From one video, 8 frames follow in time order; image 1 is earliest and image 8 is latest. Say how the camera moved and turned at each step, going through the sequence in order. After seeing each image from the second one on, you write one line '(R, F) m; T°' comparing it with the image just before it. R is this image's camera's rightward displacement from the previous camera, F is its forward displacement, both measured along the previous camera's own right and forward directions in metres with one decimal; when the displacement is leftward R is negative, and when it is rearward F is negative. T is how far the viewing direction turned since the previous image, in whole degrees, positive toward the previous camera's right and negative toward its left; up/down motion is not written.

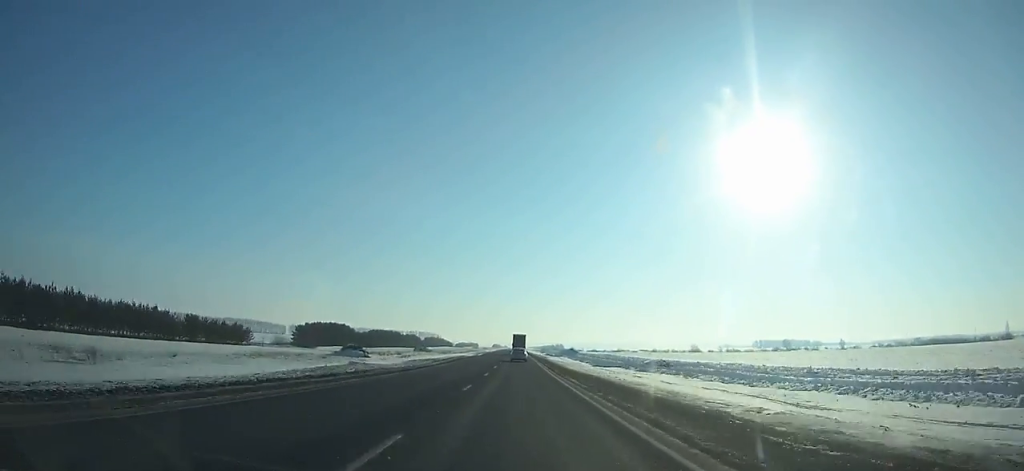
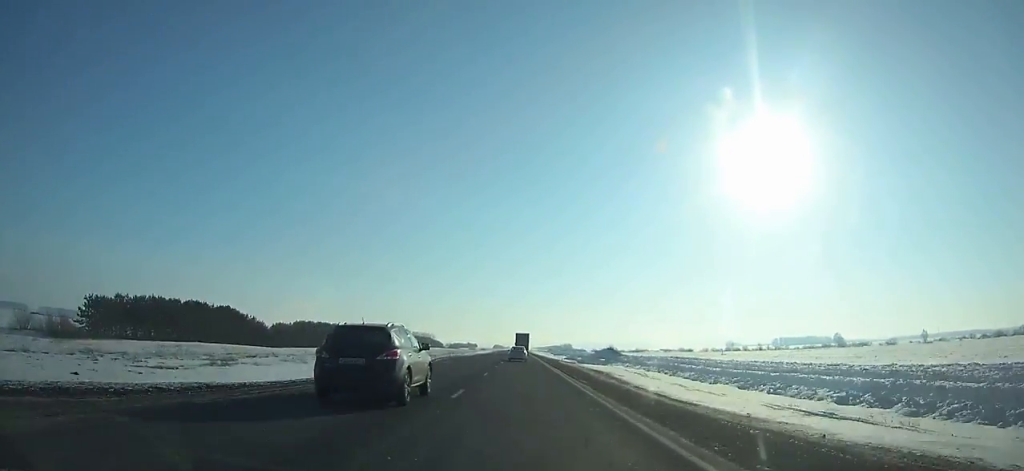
(+0.4, +97.5) m; 0°
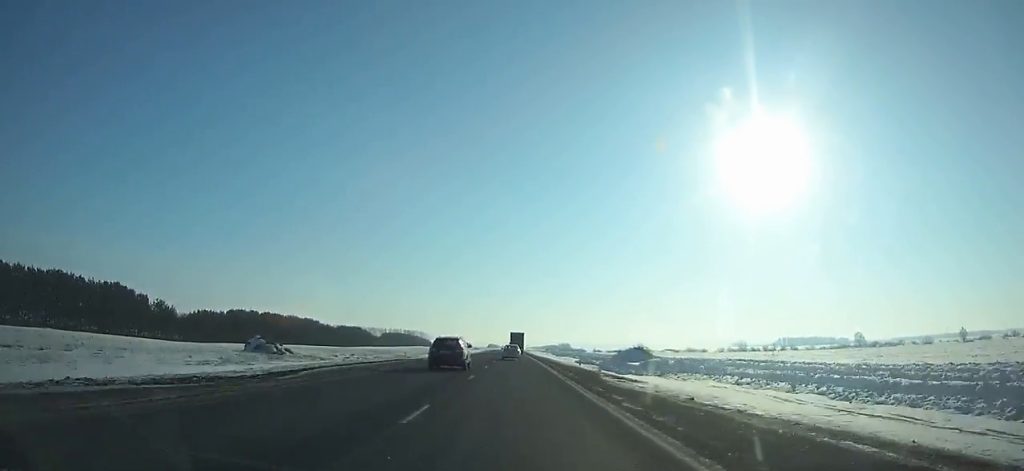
(+0.1, +41.0) m; 0°
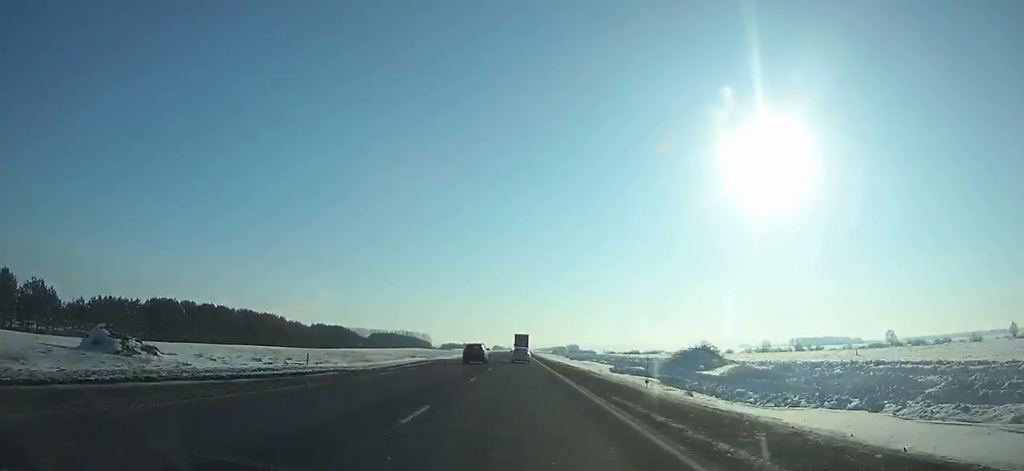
(-0.1, +35.8) m; 0°
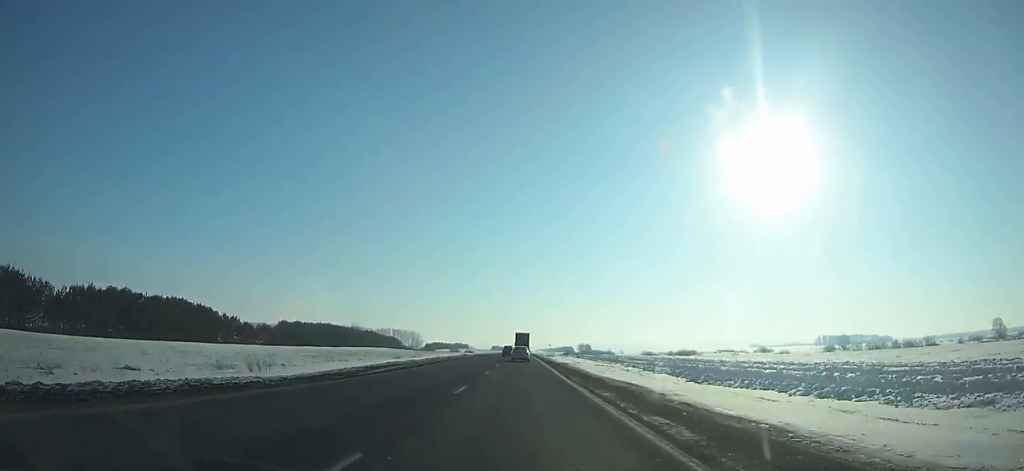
(-0.4, +113.5) m; 0°
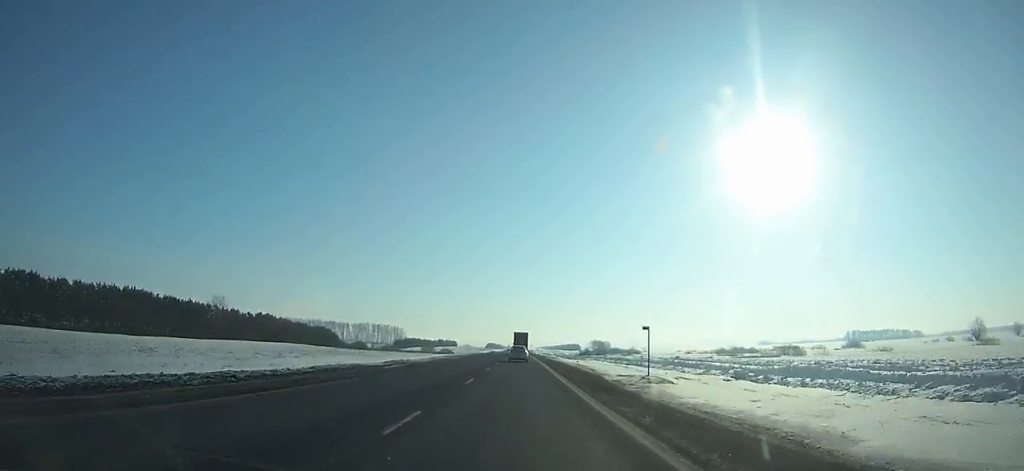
(-0.1, +114.1) m; 0°
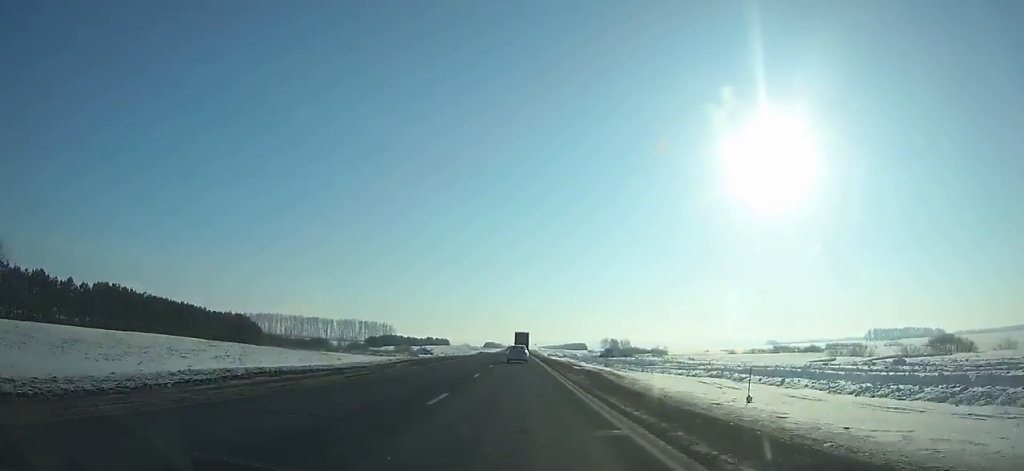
(0.0, +66.6) m; 0°
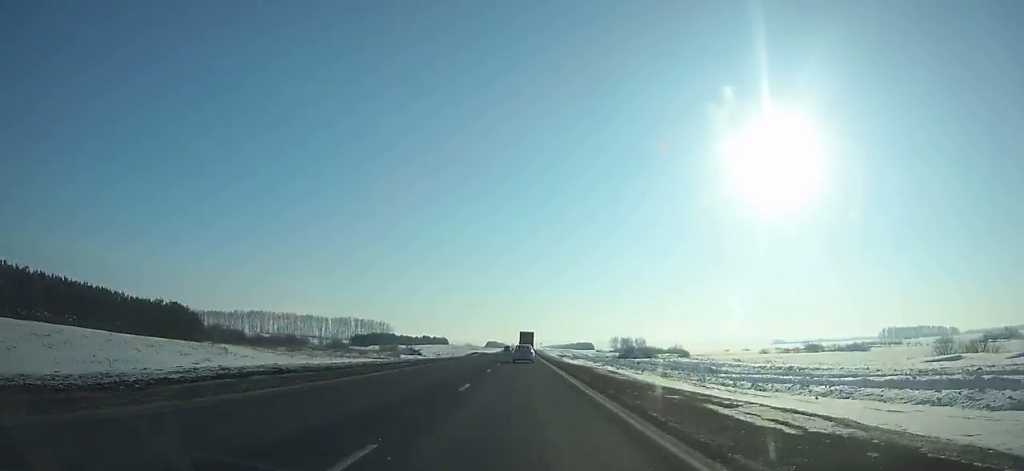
(0.0, +32.0) m; 0°
